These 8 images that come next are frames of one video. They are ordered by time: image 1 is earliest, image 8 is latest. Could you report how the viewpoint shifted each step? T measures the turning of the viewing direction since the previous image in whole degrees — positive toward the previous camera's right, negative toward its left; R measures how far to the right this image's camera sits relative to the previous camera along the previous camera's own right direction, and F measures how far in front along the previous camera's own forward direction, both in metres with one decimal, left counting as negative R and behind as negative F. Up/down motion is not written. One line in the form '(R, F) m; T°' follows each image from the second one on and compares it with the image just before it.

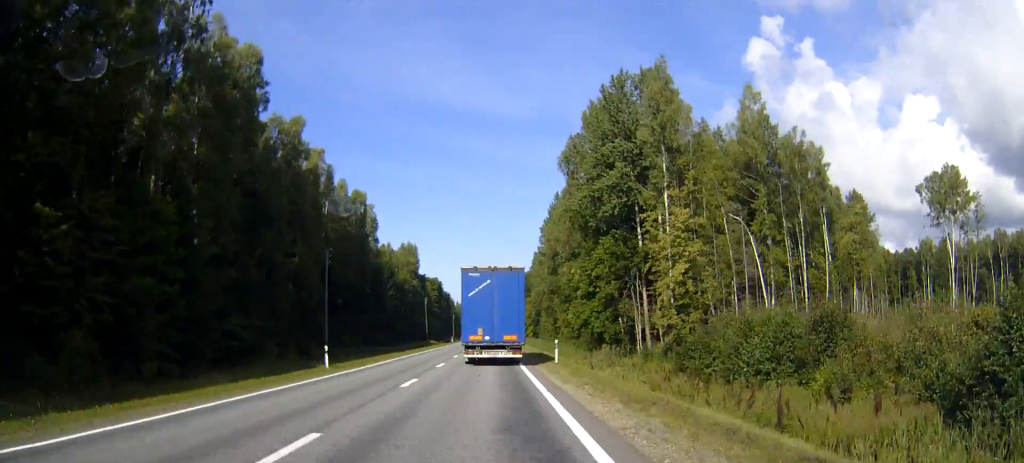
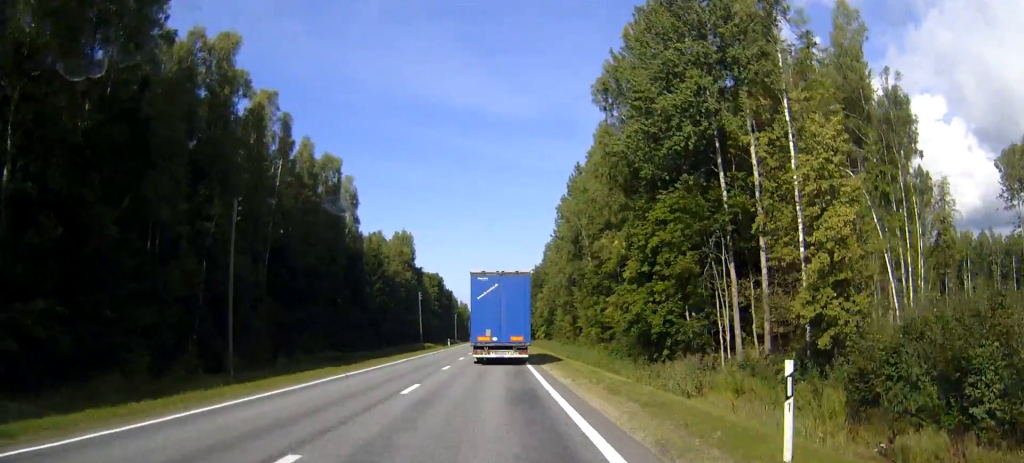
(-0.1, +25.8) m; 0°
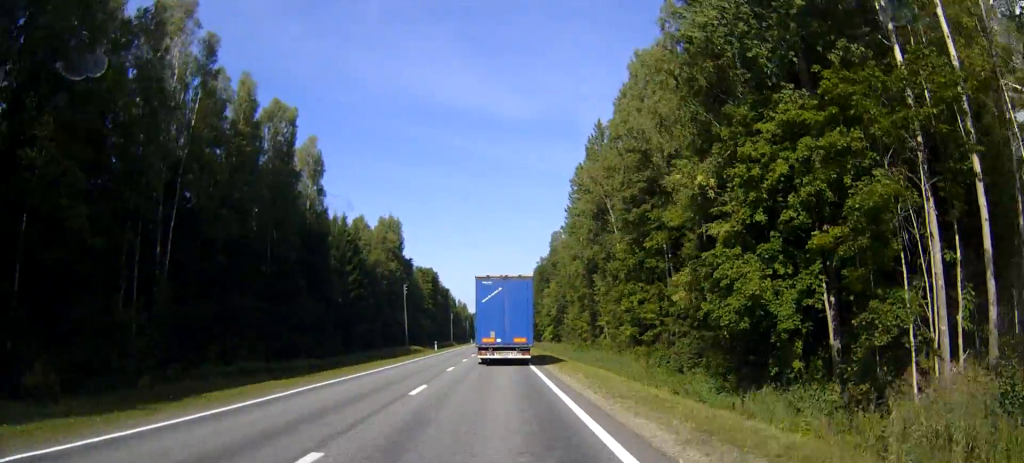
(0.0, +23.8) m; 0°
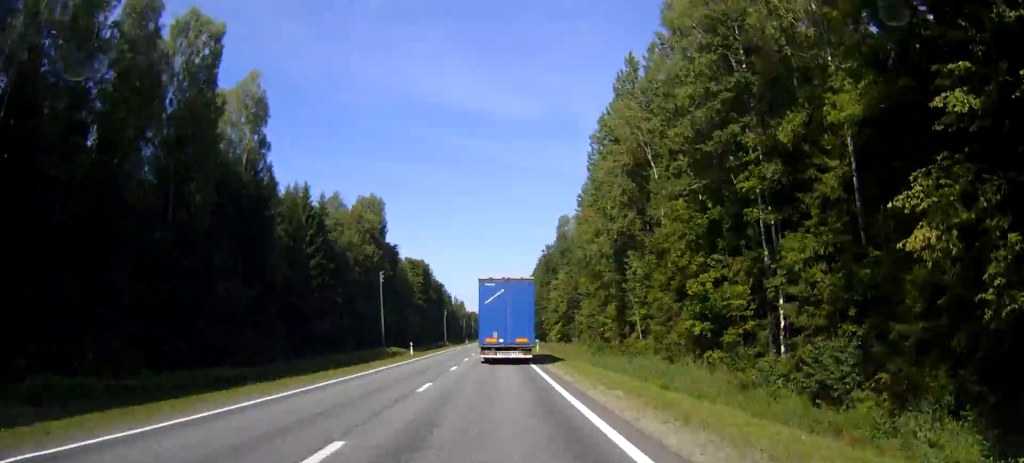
(0.0, +23.4) m; 0°
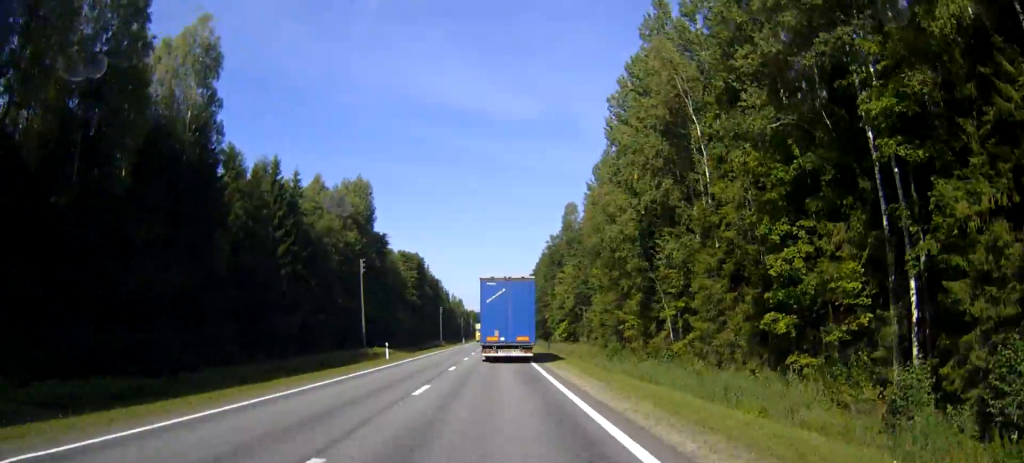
(0.0, +13.4) m; 0°
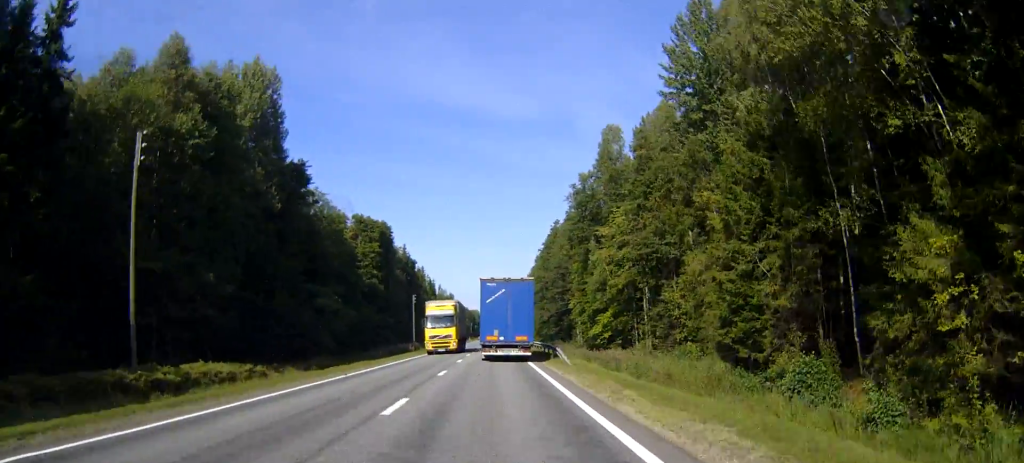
(0.0, +52.3) m; 0°
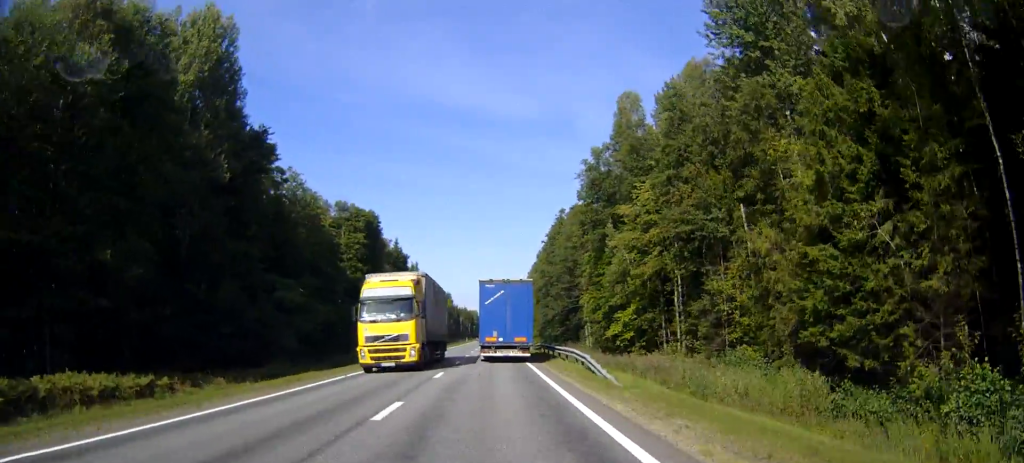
(0.0, +12.7) m; 0°
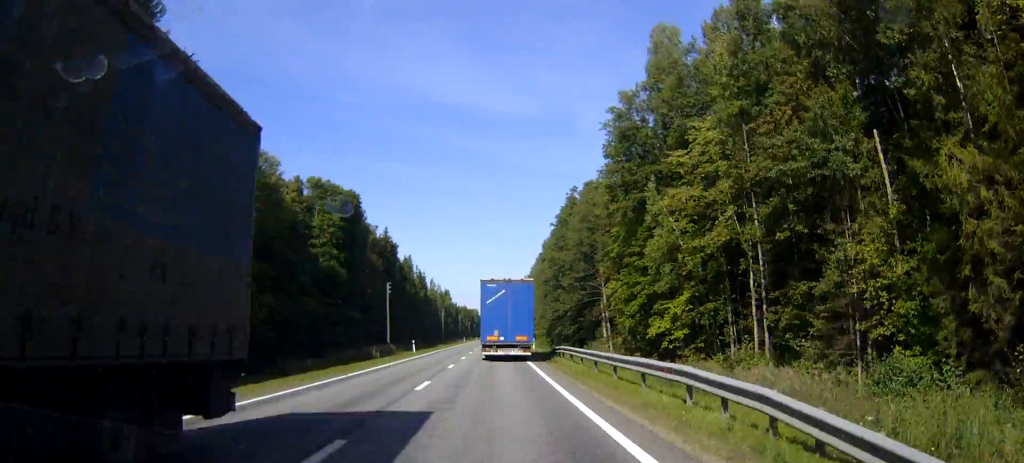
(+0.1, +17.4) m; 0°
